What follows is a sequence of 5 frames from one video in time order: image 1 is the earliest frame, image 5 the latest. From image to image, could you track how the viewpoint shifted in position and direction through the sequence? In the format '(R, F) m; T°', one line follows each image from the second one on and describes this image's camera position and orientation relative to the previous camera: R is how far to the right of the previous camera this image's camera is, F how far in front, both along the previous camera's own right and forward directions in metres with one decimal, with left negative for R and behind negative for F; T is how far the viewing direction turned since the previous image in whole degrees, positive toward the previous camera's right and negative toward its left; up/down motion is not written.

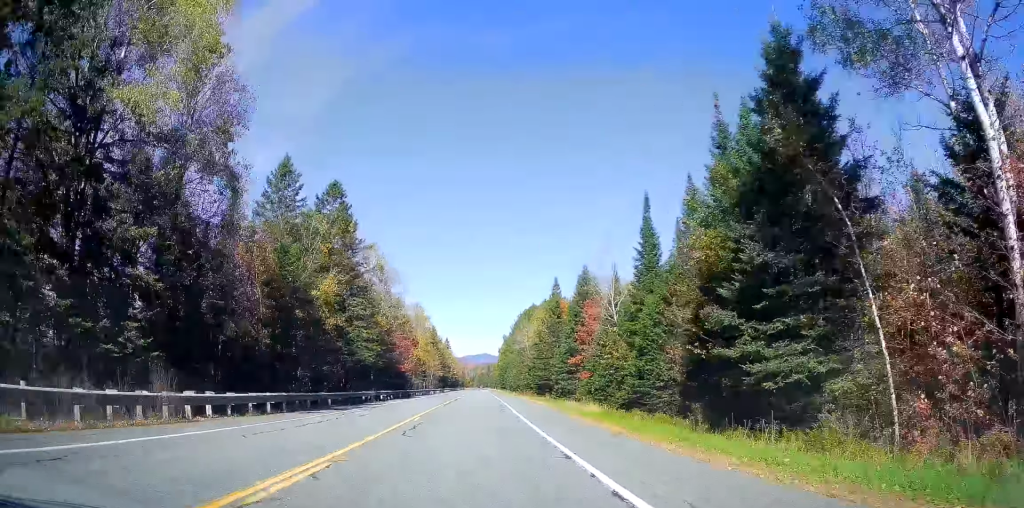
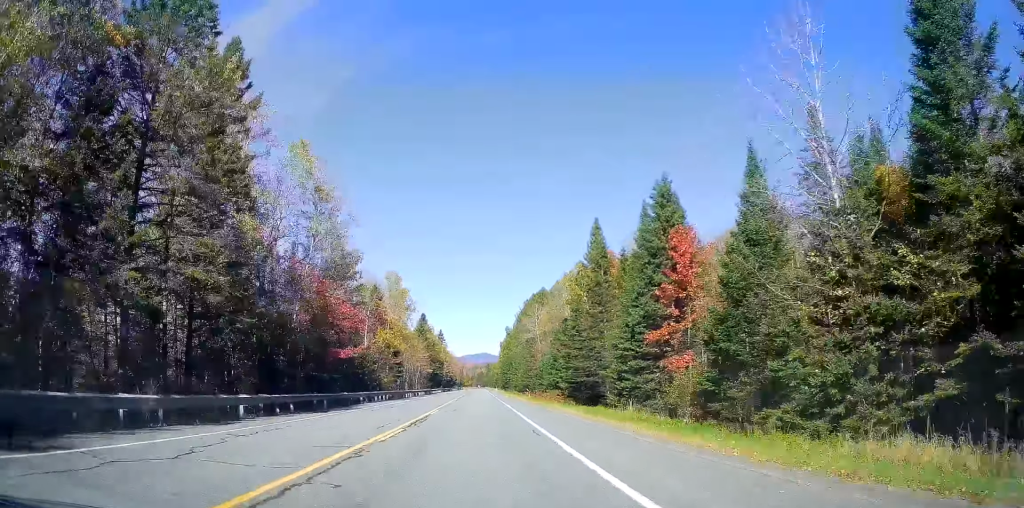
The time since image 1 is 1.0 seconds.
(0.0, +29.5) m; 0°
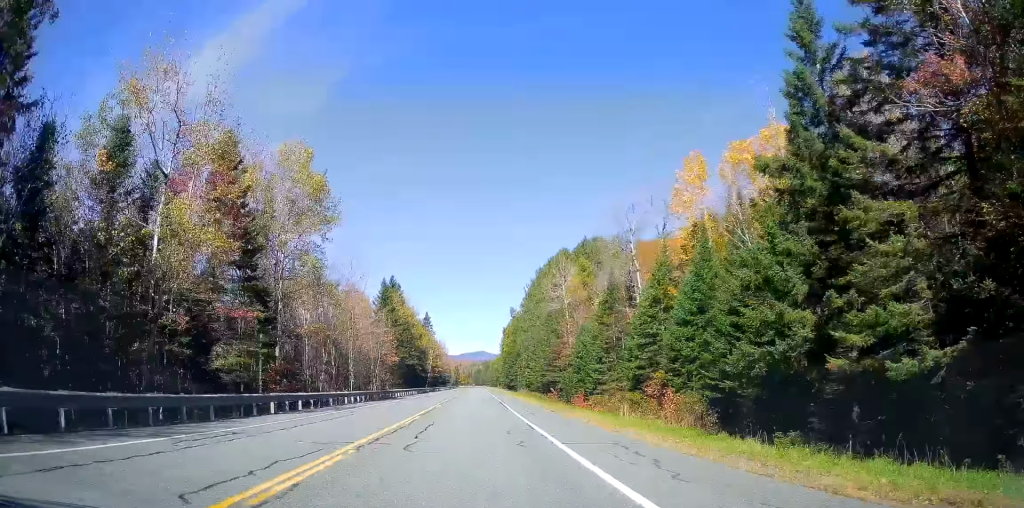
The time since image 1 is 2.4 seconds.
(+0.5, +42.4) m; +1°
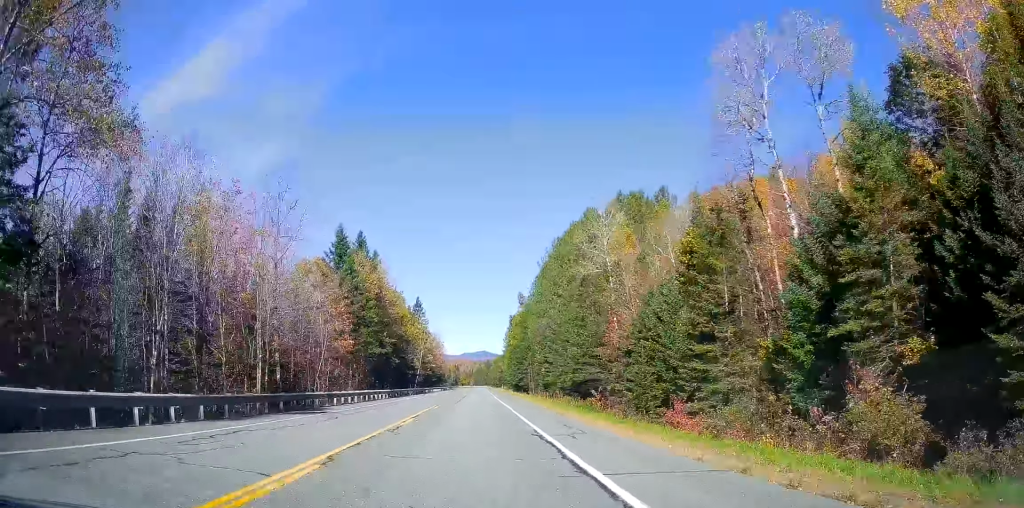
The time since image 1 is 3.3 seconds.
(+0.1, +25.7) m; 0°
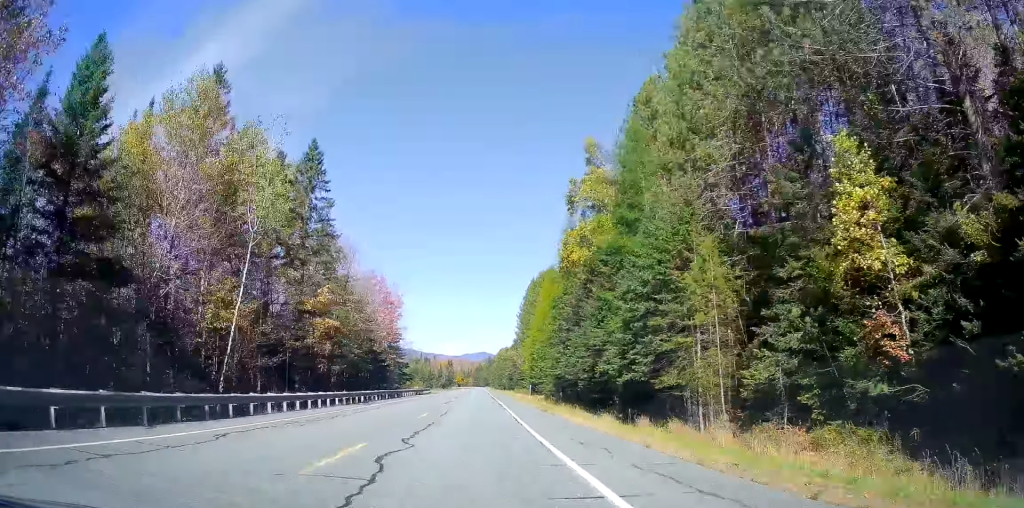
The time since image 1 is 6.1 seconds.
(+0.1, +82.8) m; 0°
